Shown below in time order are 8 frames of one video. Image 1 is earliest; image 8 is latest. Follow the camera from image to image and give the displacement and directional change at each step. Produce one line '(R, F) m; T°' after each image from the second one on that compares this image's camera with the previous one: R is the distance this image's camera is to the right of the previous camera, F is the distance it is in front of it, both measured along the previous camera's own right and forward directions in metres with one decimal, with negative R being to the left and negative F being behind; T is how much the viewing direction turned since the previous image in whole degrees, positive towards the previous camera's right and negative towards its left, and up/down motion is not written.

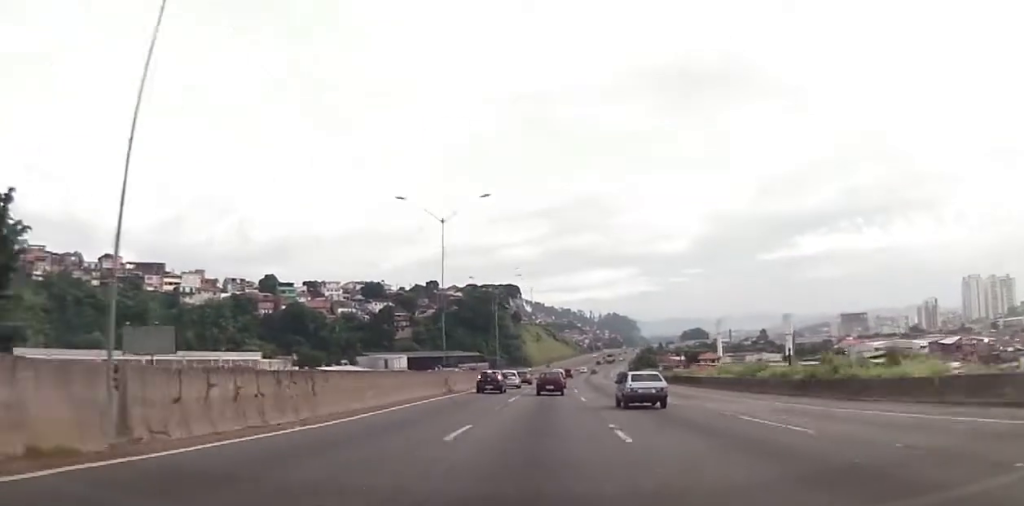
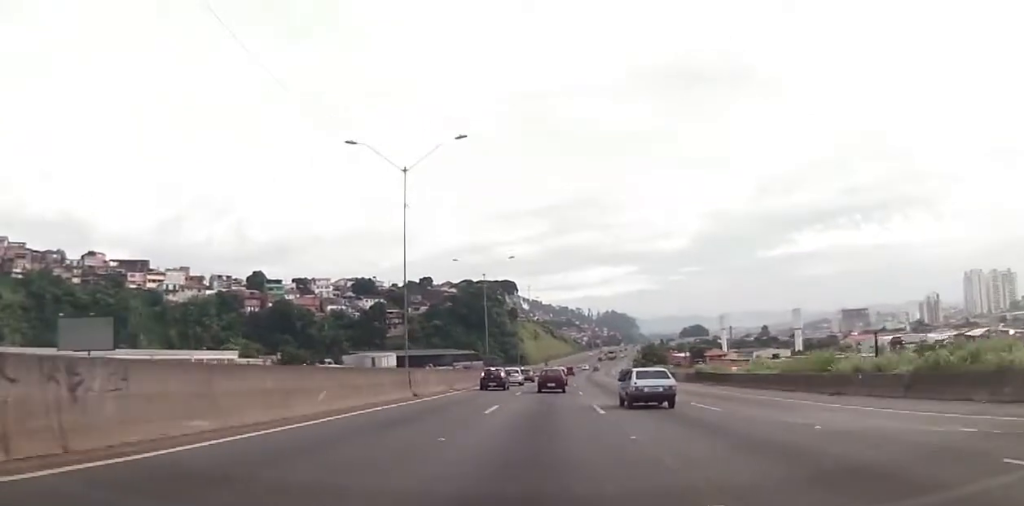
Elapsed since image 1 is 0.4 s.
(-0.2, +11.1) m; 0°
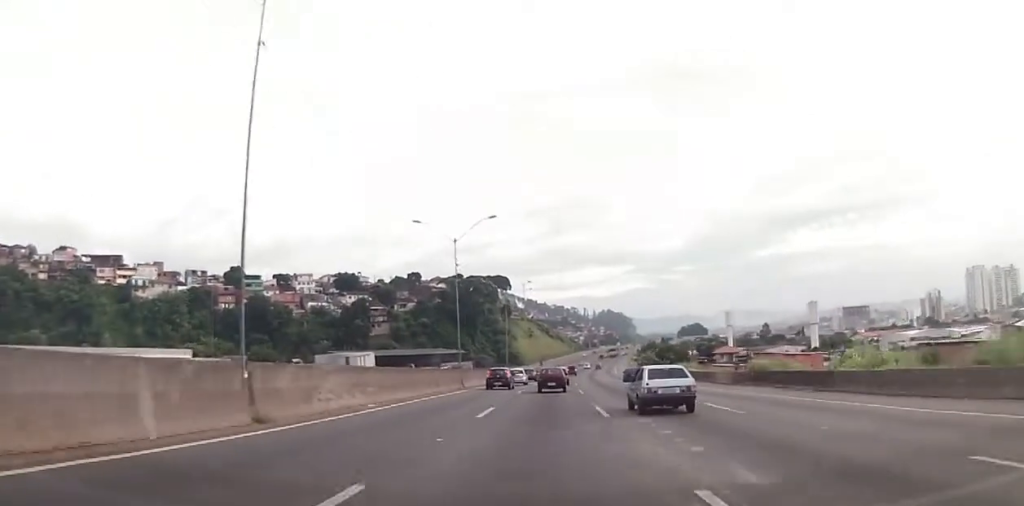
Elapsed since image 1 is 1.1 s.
(+0.3, +18.0) m; +1°
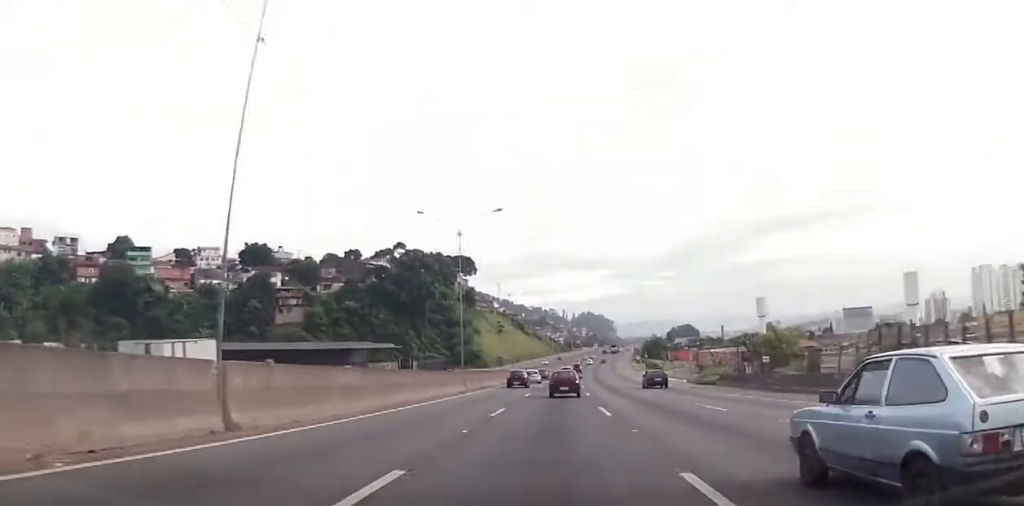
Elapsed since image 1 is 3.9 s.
(+0.9, +71.7) m; +2°
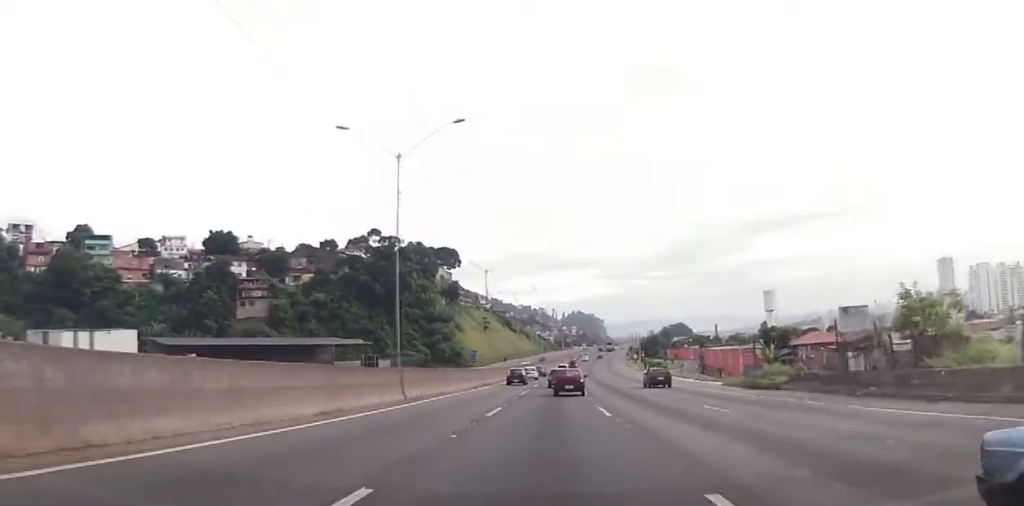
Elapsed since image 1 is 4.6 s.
(+0.2, +17.8) m; +1°
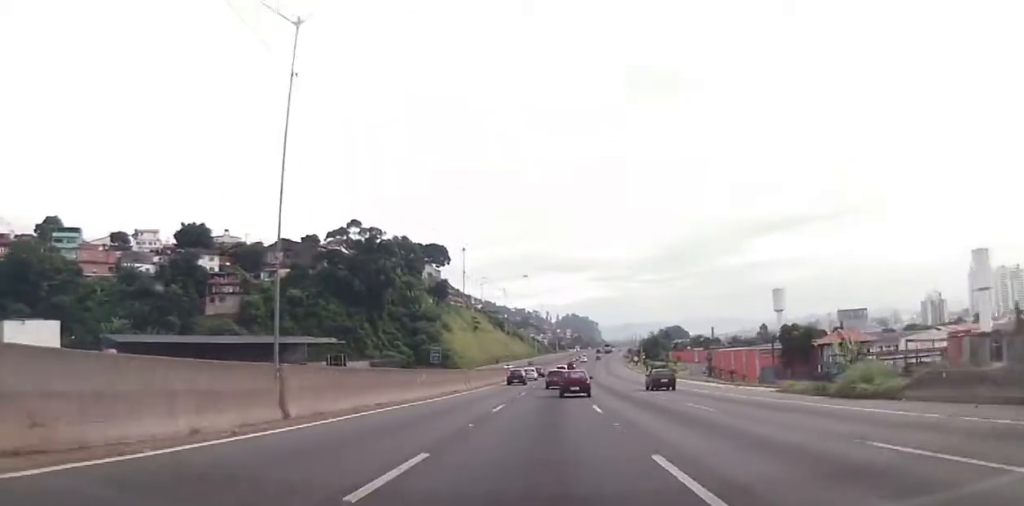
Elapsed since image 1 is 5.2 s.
(+0.3, +13.6) m; 0°
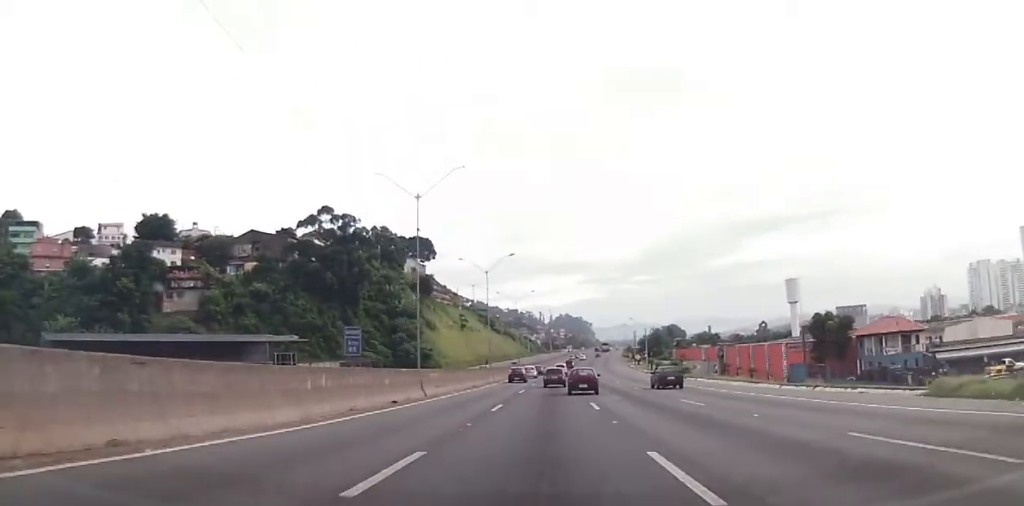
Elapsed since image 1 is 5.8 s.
(0.0, +16.3) m; 0°
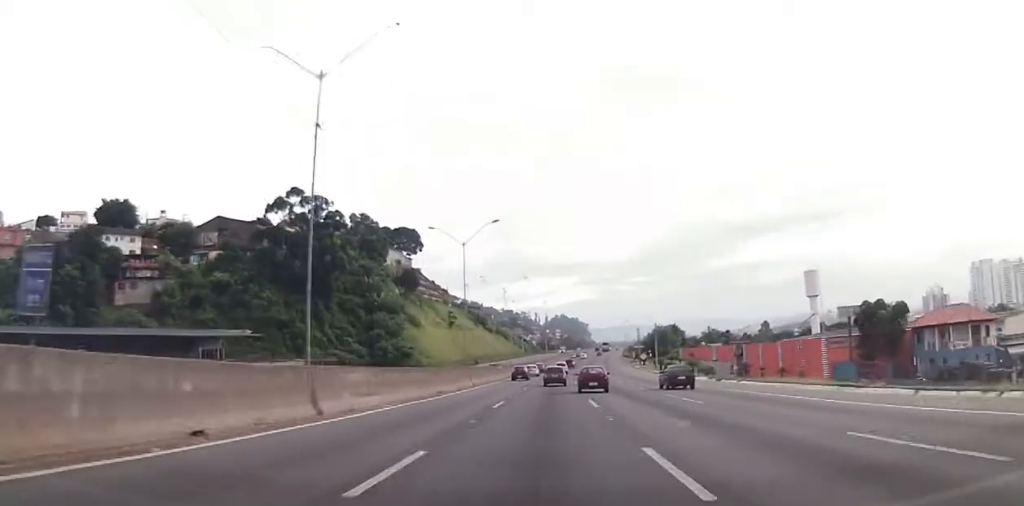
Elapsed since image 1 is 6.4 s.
(-0.3, +16.3) m; 0°
